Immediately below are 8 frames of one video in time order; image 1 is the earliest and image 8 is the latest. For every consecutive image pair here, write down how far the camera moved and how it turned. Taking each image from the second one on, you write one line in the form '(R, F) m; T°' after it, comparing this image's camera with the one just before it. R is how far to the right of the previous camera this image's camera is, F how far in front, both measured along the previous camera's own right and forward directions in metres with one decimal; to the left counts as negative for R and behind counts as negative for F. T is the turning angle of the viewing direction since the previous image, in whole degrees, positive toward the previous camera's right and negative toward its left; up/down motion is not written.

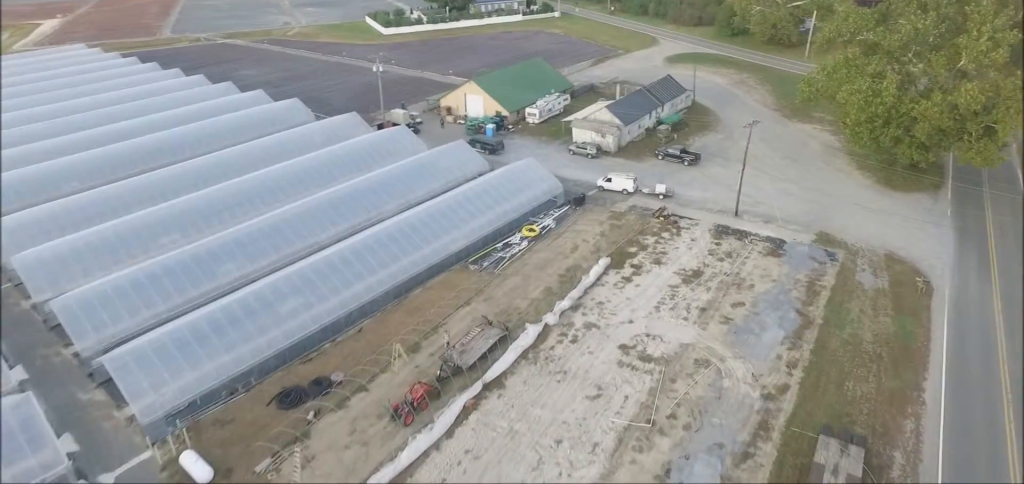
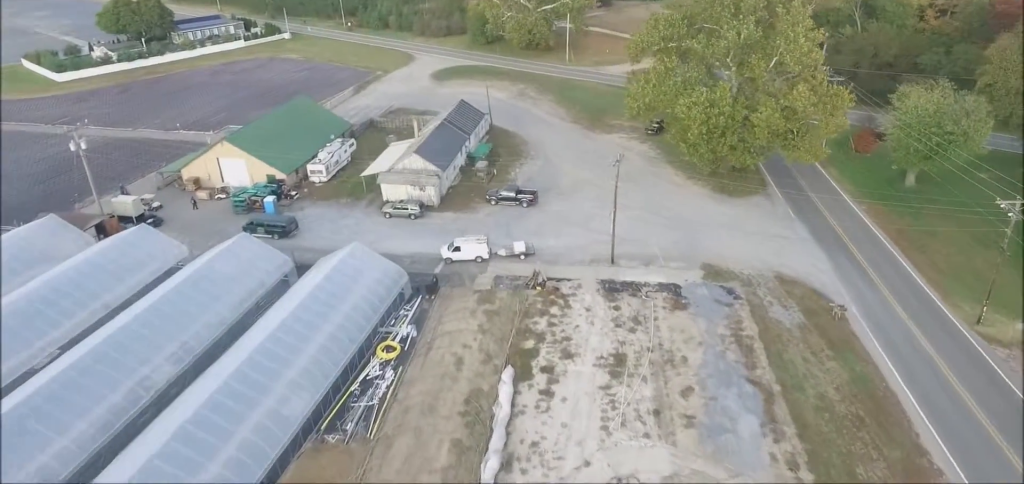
(+0.5, +22.1) m; +3°
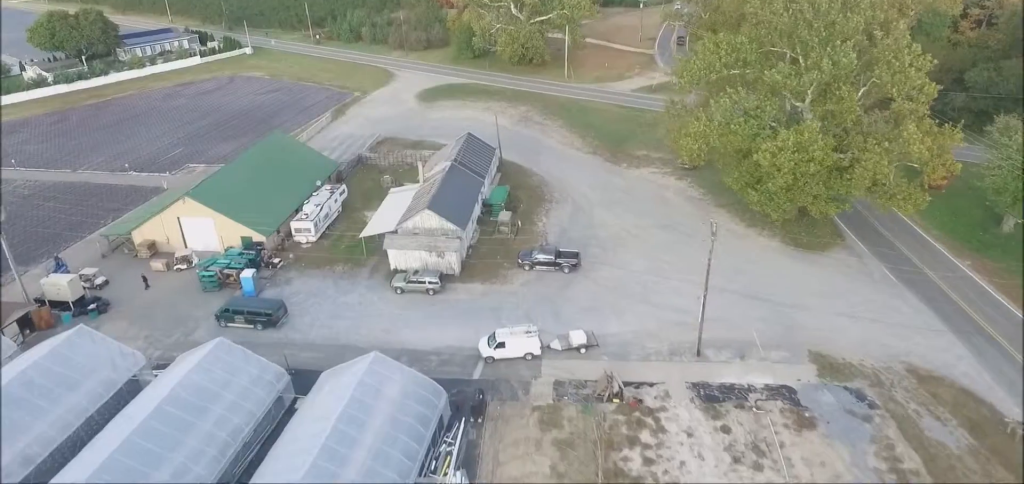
(+1.0, +18.9) m; +8°
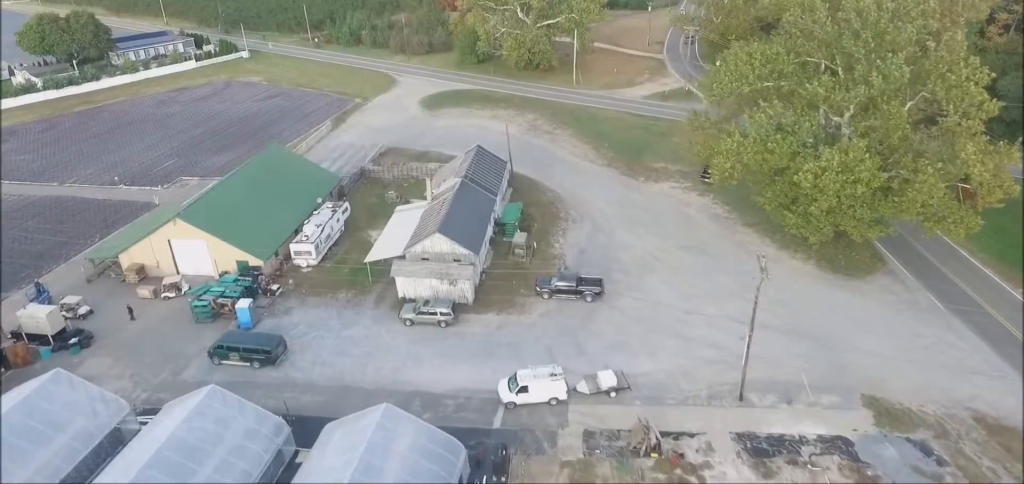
(+0.3, +5.4) m; +3°
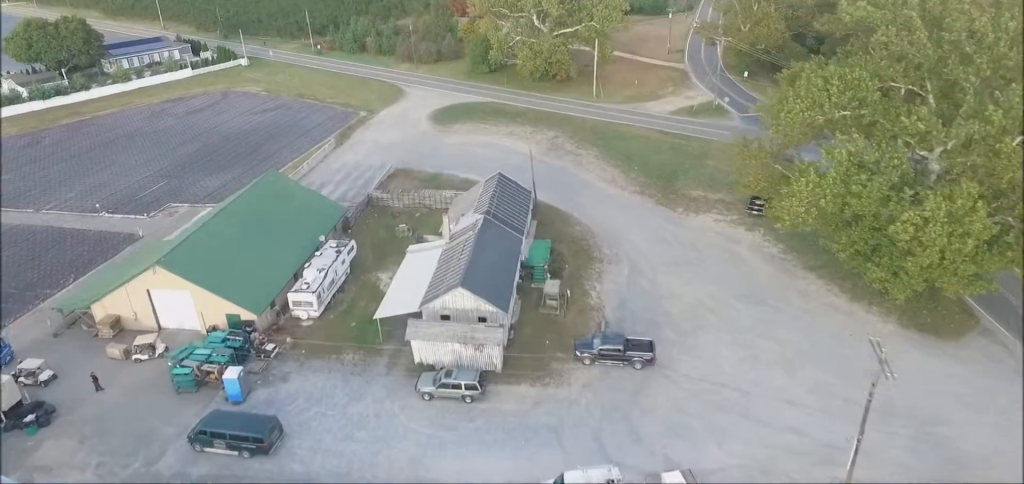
(+0.1, +10.9) m; +2°
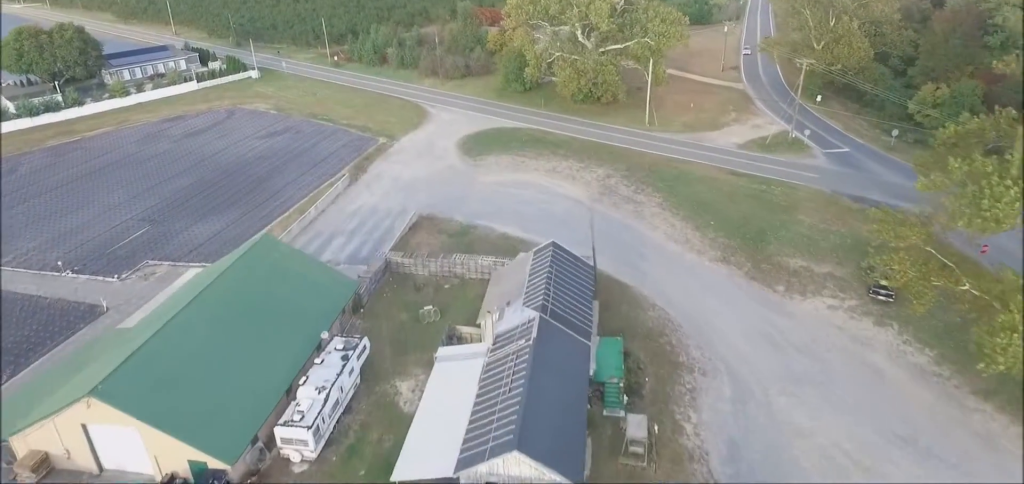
(+0.7, +18.7) m; +4°
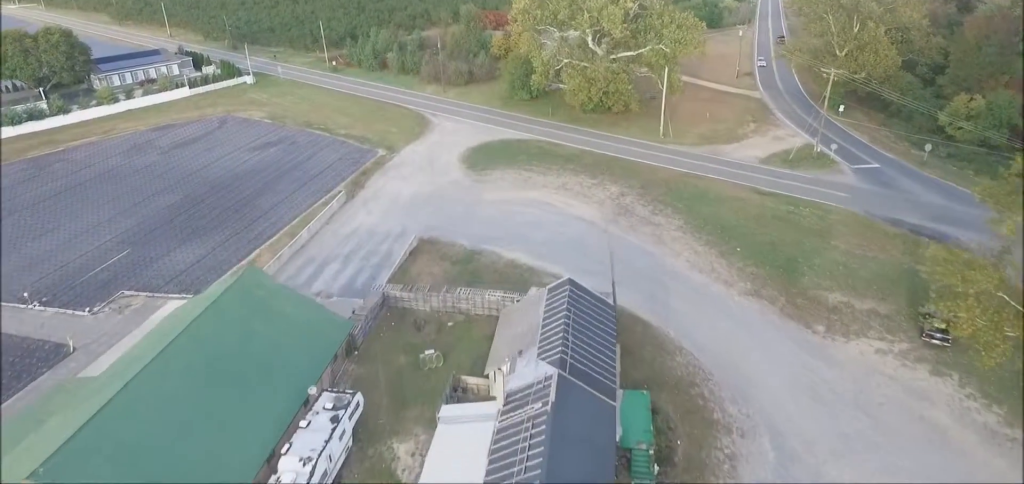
(+0.1, +7.0) m; +1°
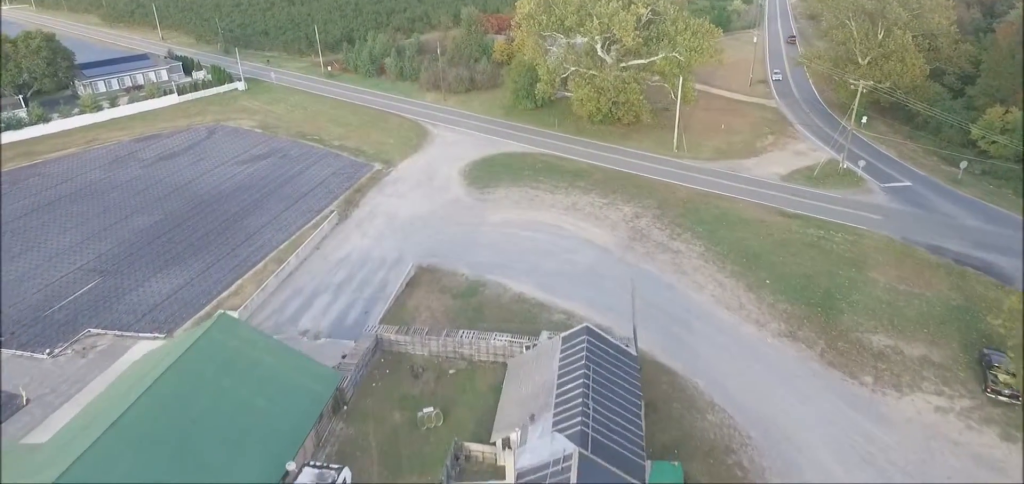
(0.0, +7.1) m; +1°
